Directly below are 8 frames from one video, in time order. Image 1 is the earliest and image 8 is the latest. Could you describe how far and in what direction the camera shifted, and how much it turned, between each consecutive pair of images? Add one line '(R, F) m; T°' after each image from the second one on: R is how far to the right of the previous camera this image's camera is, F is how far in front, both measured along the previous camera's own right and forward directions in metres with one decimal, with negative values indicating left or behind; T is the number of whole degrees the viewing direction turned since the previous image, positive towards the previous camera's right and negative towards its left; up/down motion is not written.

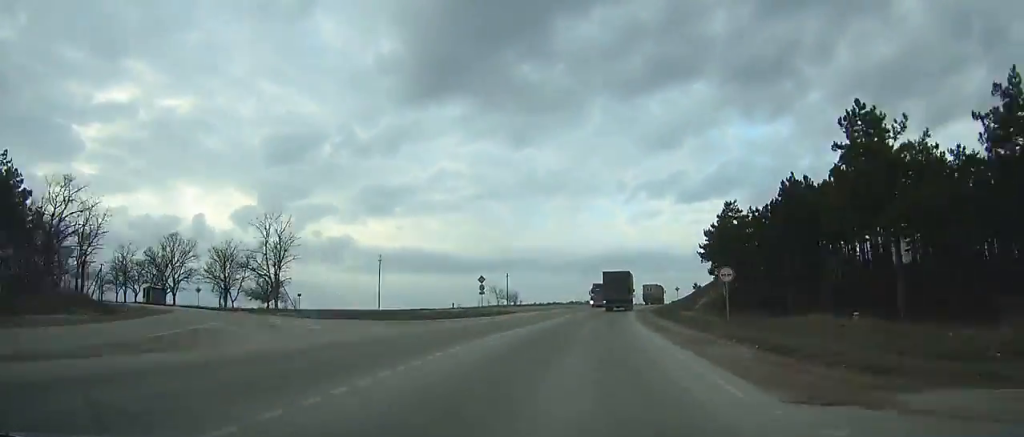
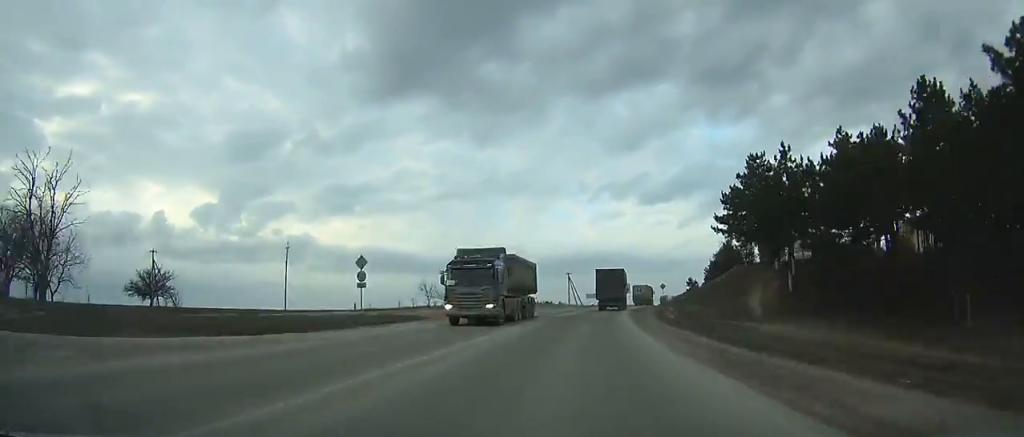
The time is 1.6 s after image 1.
(+1.0, +27.6) m; +3°
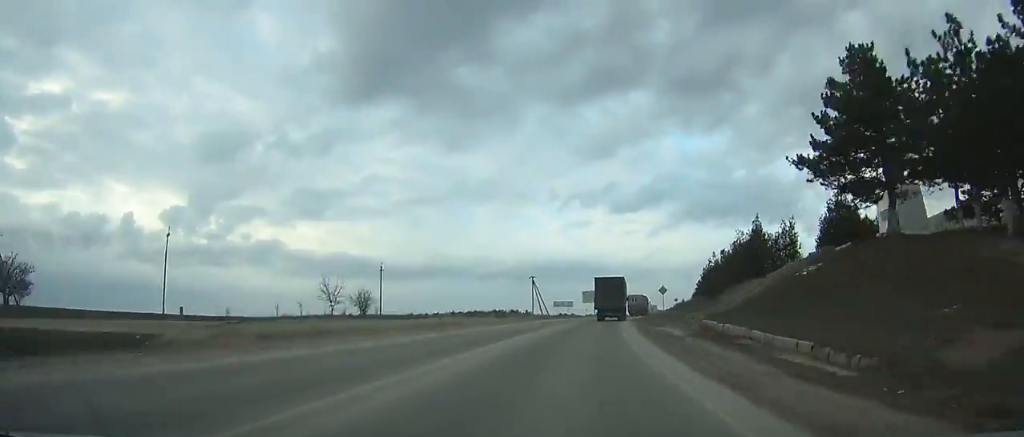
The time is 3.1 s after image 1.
(+0.6, +26.0) m; +3°
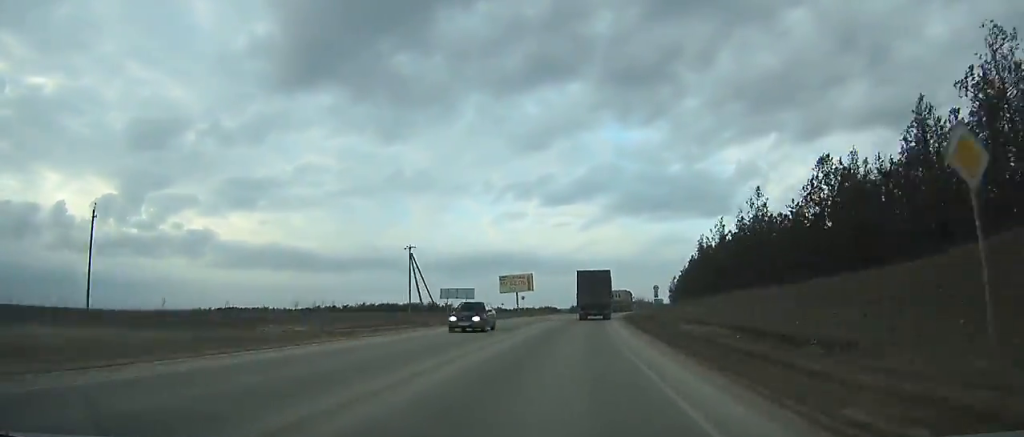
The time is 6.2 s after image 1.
(+2.7, +53.5) m; +5°
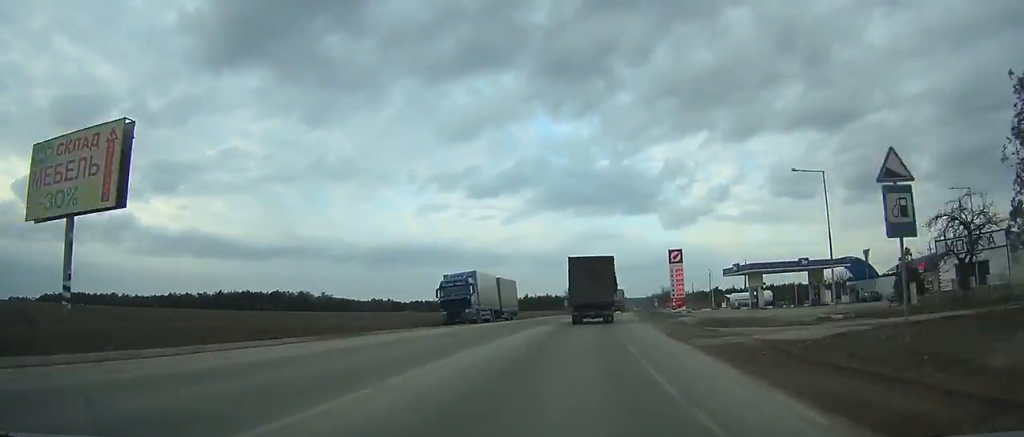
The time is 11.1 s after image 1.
(+5.5, +82.4) m; +7°
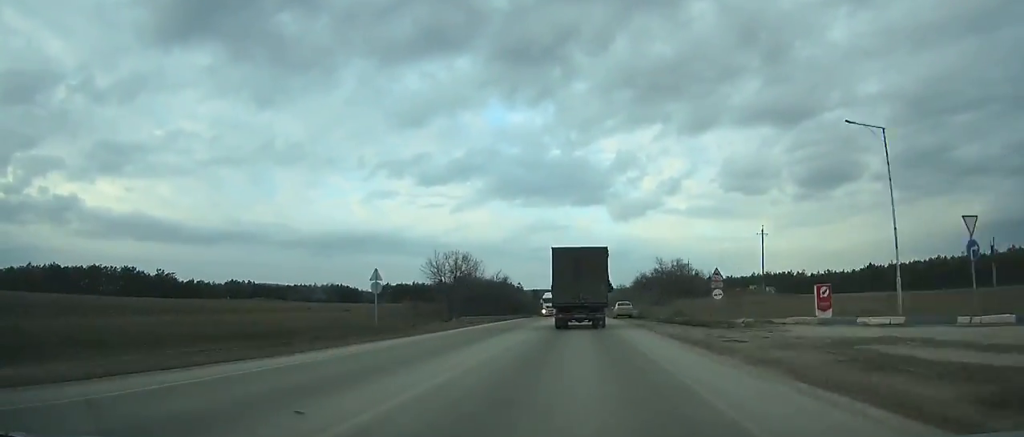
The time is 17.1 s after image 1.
(+4.7, +96.0) m; +4°
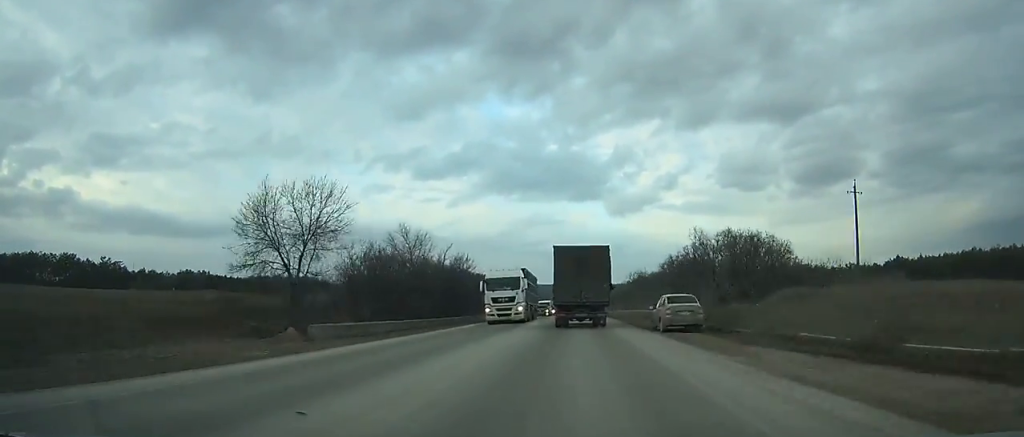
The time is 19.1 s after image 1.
(+0.1, +31.4) m; 0°
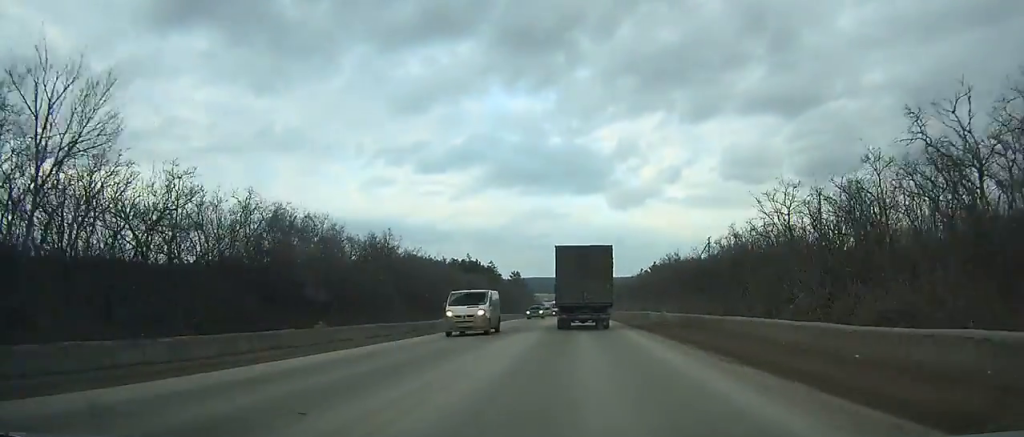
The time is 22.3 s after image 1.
(0.0, +50.6) m; 0°
